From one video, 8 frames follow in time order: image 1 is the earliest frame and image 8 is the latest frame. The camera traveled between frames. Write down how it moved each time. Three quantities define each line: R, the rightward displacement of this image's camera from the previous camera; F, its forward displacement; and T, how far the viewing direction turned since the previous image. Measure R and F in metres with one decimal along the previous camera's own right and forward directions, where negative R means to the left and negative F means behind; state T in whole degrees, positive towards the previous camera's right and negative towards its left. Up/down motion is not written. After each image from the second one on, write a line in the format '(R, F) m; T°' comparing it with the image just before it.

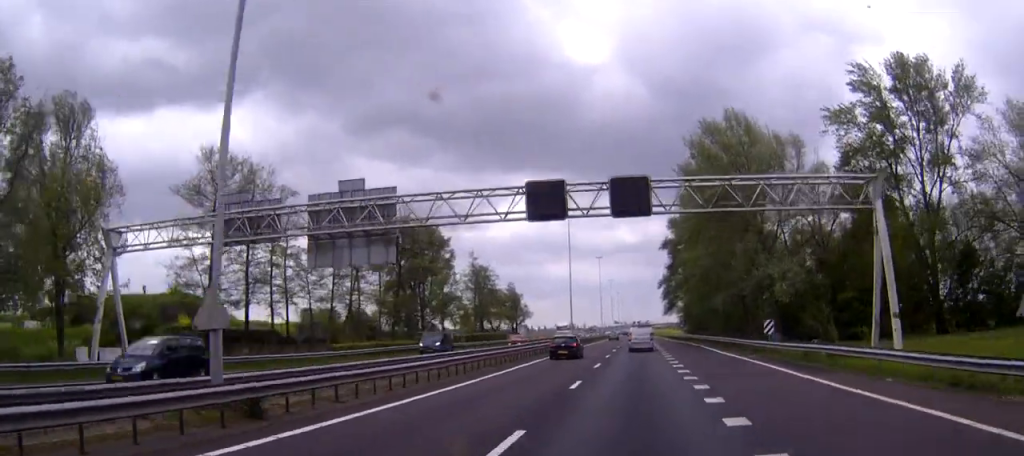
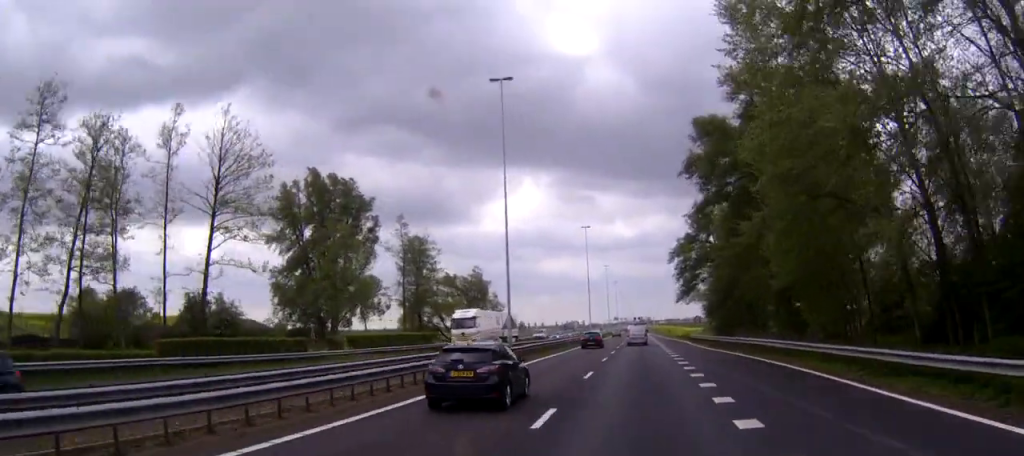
(+0.1, +44.7) m; 0°
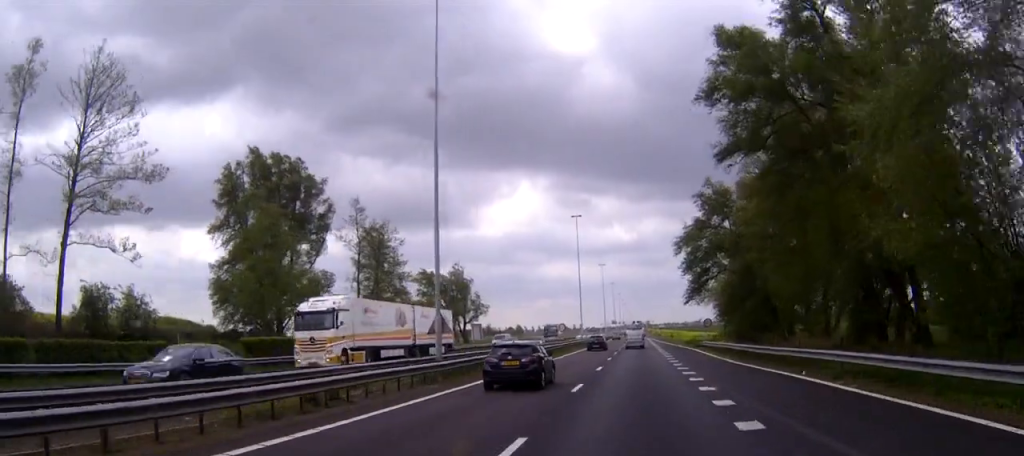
(-0.1, +16.2) m; 0°
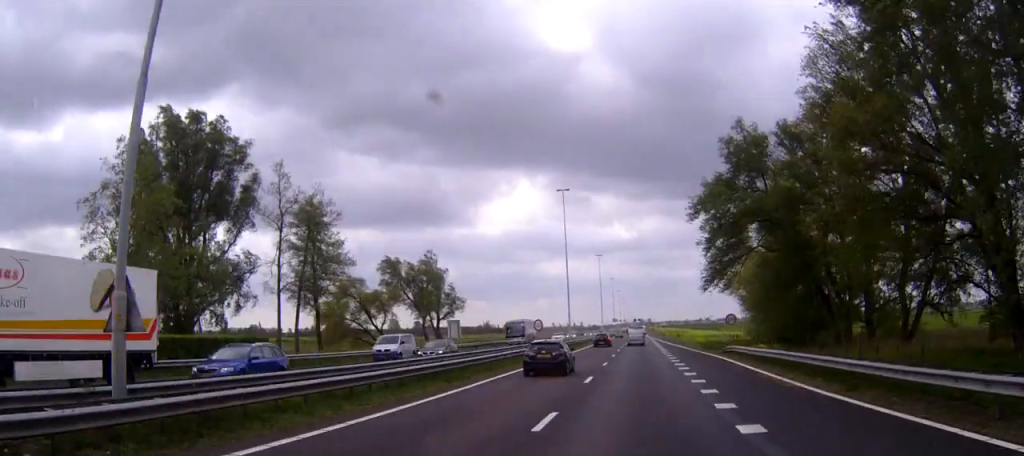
(+0.1, +19.9) m; 0°
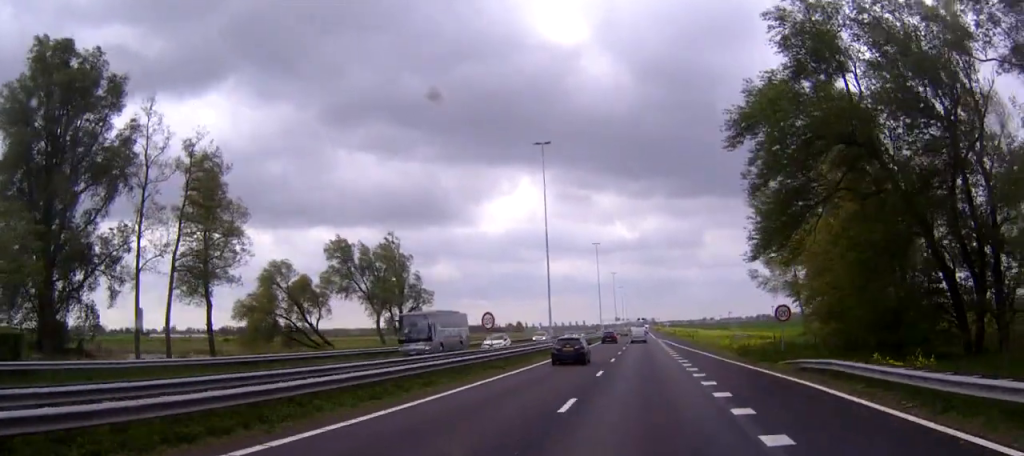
(-0.1, +21.4) m; 0°
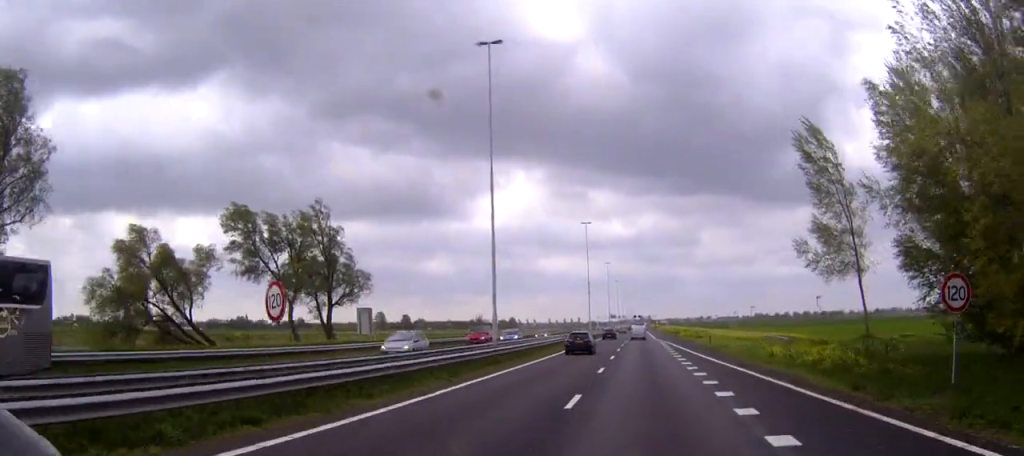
(0.0, +23.7) m; 0°
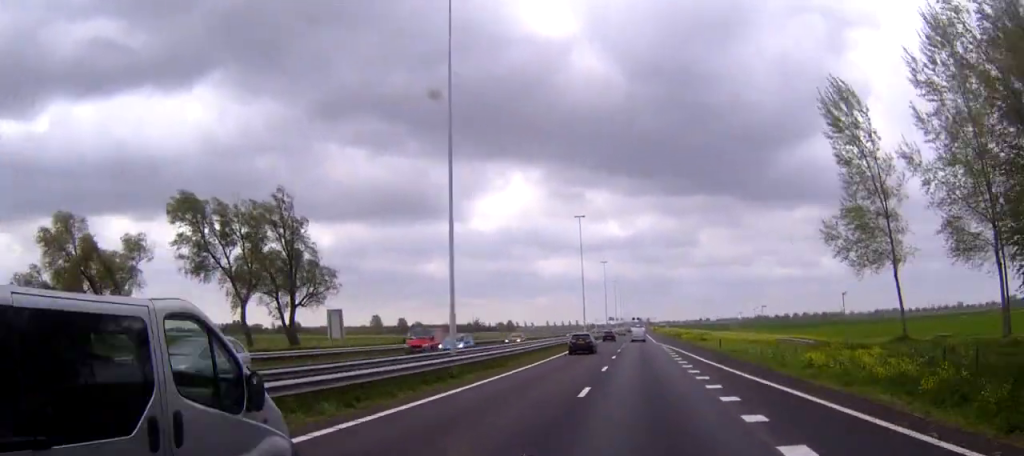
(0.0, +8.9) m; 0°
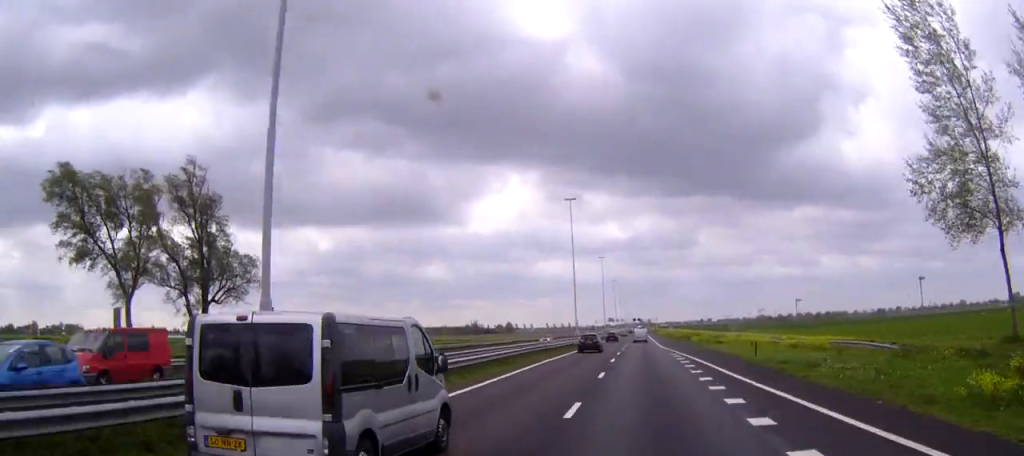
(+0.1, +16.3) m; 0°
